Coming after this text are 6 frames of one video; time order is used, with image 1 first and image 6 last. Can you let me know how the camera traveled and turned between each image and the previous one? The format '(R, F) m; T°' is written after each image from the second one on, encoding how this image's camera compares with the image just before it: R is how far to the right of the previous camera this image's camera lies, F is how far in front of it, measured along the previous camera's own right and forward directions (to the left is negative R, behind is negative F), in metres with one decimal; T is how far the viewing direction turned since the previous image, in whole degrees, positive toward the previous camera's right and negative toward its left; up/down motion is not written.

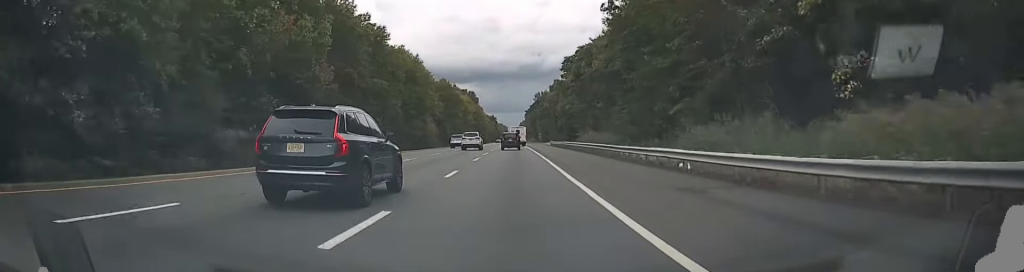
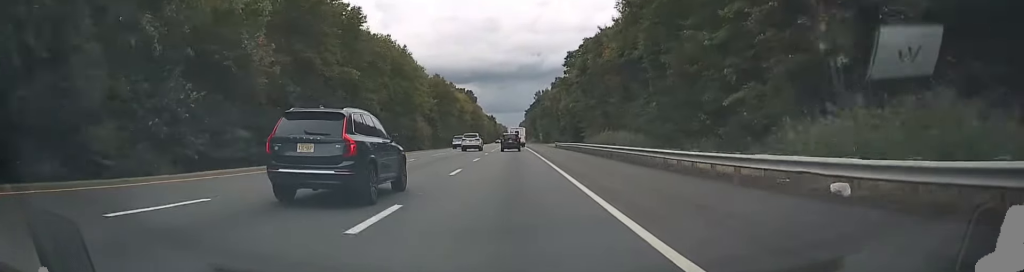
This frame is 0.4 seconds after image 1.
(0.0, +11.0) m; 0°
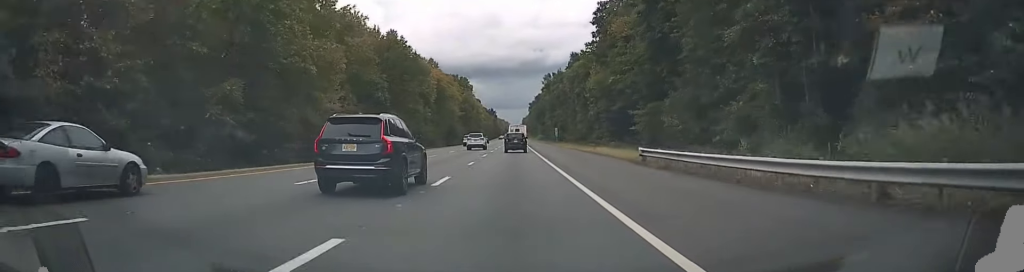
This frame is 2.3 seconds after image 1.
(0.0, +51.5) m; 0°
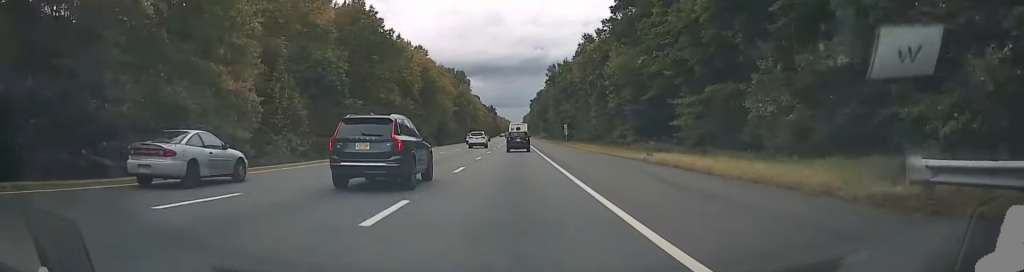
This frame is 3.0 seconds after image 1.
(0.0, +17.3) m; 0°
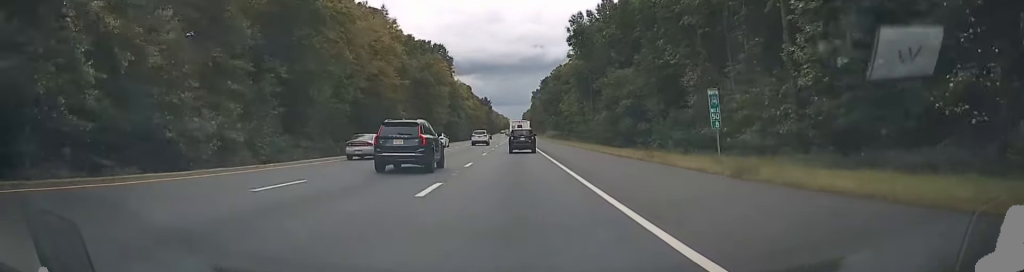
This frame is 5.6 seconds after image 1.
(-0.1, +68.9) m; 0°
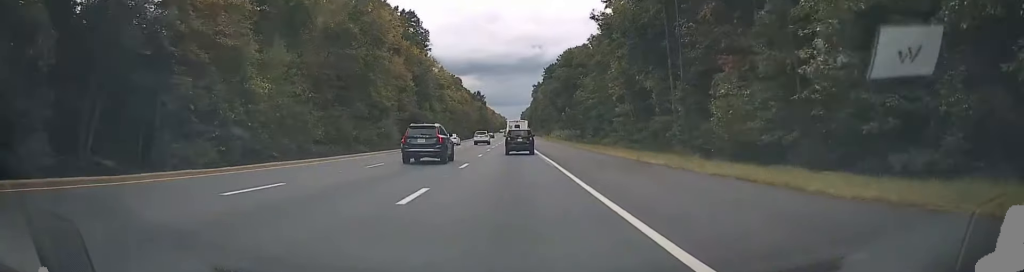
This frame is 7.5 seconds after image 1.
(-0.1, +49.8) m; 0°
